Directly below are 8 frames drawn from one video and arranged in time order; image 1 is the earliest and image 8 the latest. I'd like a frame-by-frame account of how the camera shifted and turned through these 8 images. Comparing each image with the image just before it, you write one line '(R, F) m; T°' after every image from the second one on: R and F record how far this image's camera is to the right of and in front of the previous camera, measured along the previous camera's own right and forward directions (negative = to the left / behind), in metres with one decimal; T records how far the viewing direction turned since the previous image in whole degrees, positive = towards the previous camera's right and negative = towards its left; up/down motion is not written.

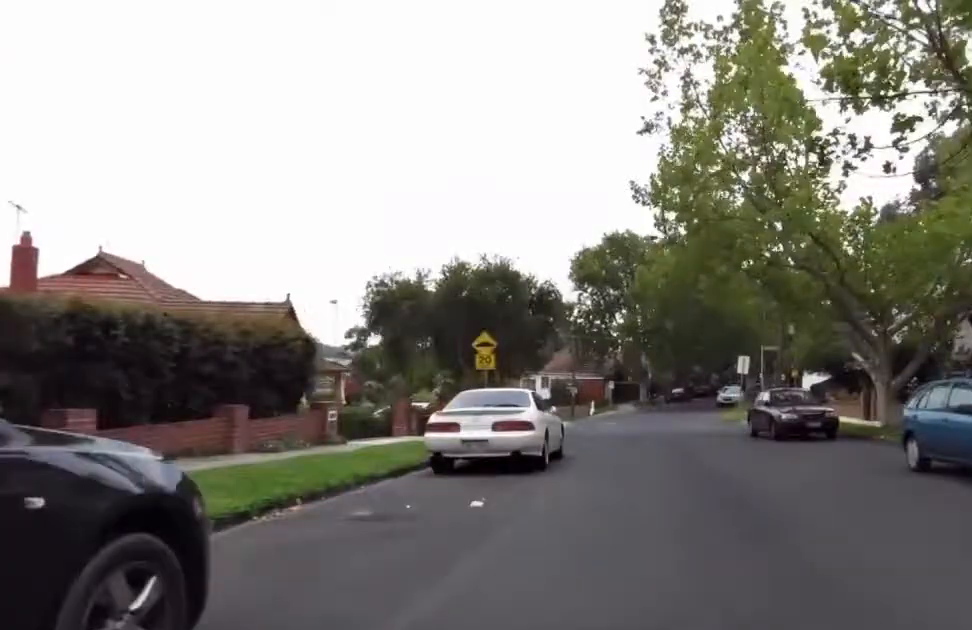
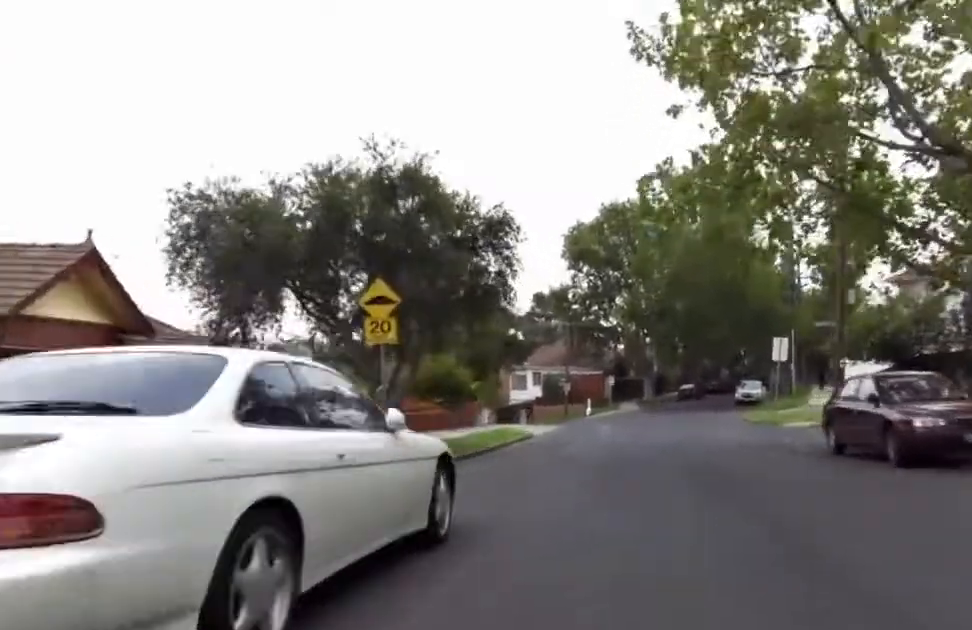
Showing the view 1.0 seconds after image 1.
(0.0, +9.5) m; 0°
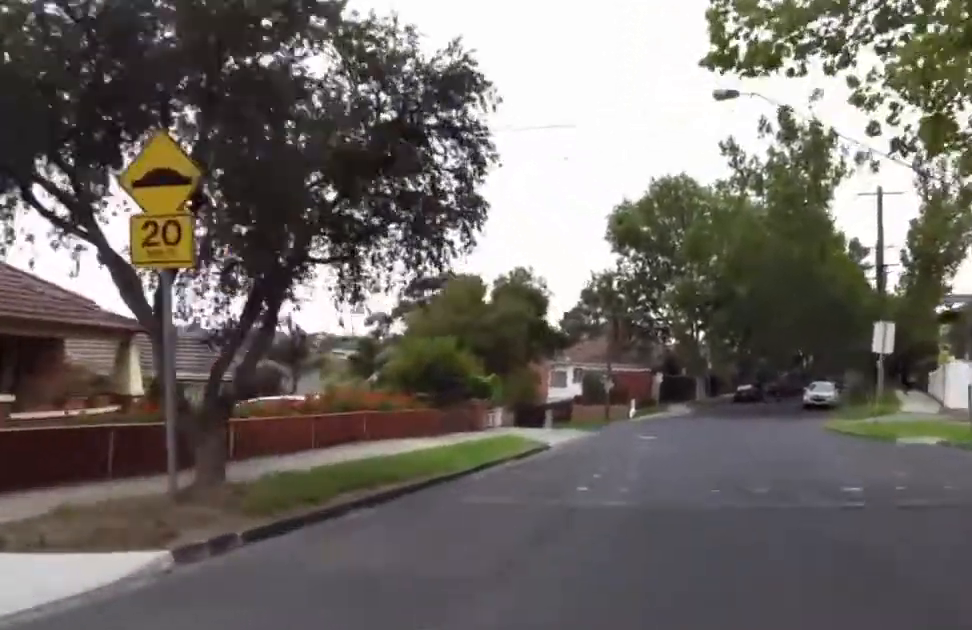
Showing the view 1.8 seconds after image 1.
(0.0, +7.3) m; 0°
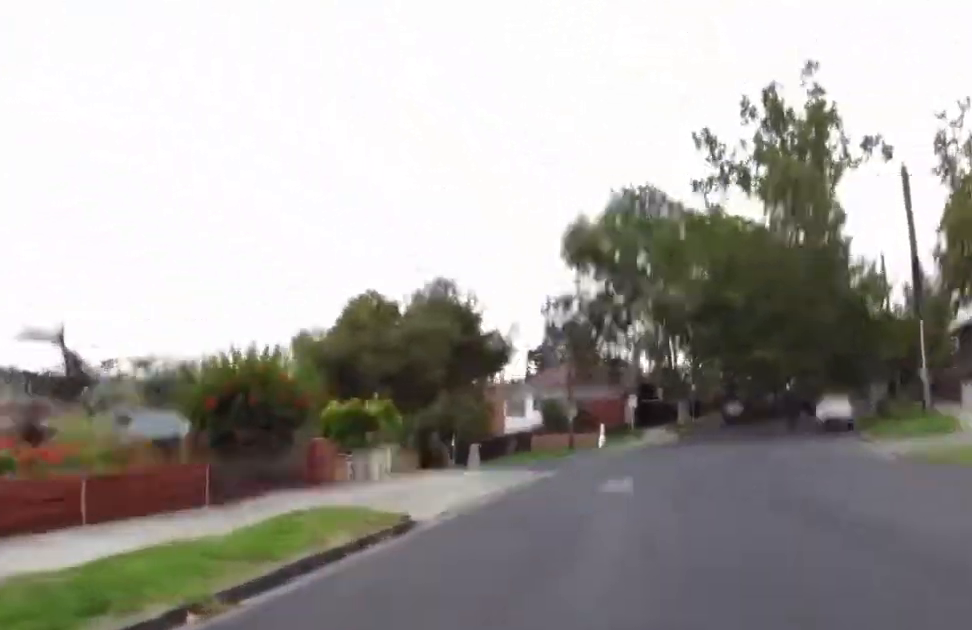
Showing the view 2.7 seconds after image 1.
(0.0, +9.1) m; 0°
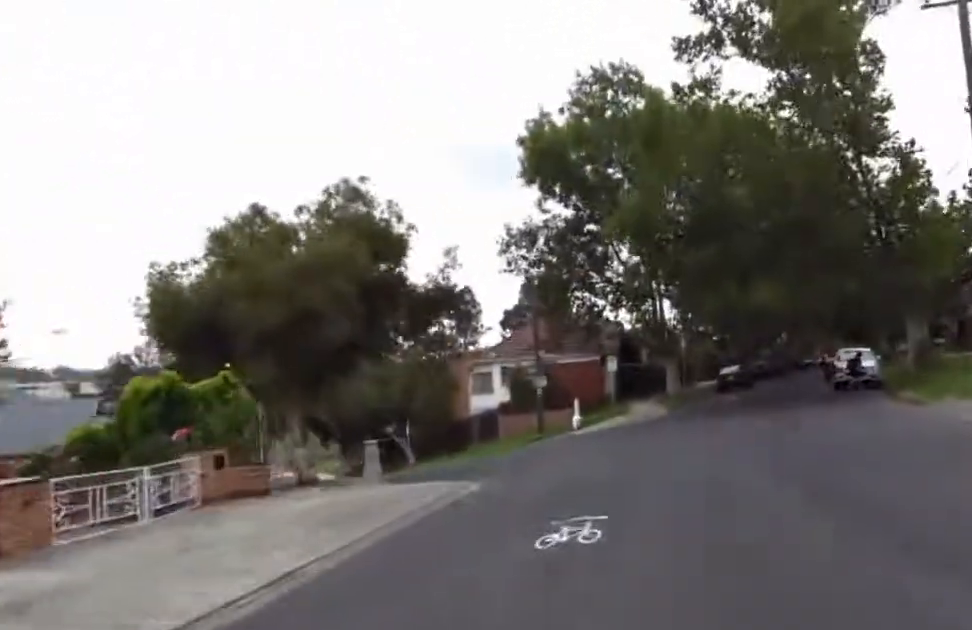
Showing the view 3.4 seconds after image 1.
(0.0, +6.6) m; +1°
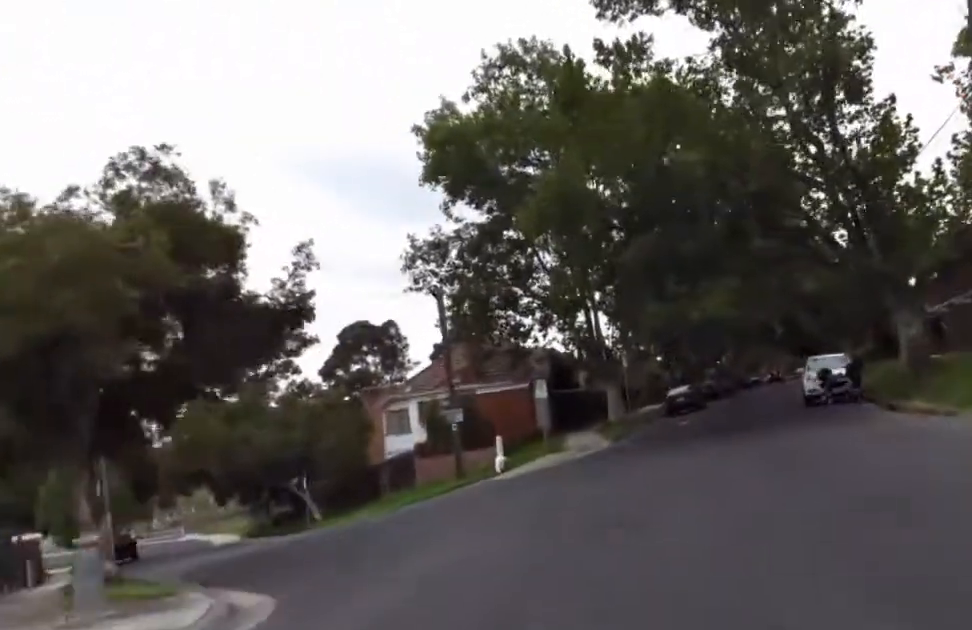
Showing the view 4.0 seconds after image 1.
(-0.1, +5.0) m; +3°
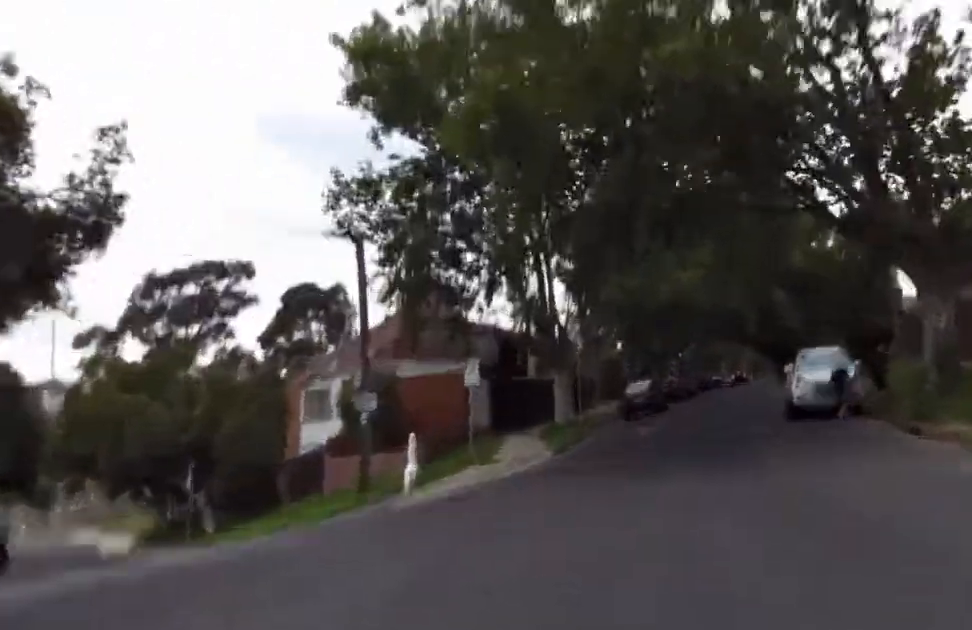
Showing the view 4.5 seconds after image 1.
(+0.1, +4.6) m; +3°
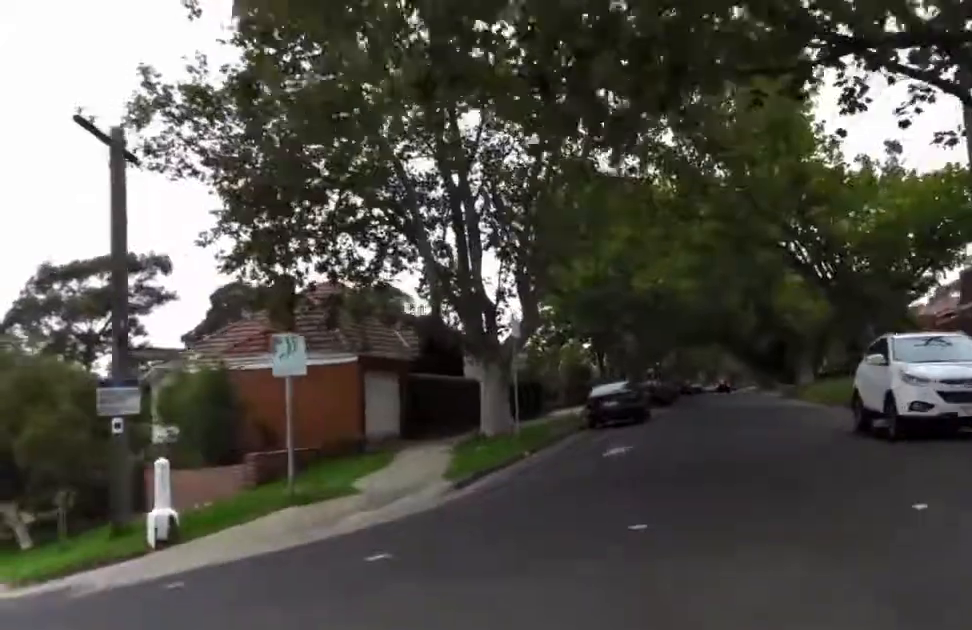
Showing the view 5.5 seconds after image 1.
(+0.7, +9.5) m; +7°
